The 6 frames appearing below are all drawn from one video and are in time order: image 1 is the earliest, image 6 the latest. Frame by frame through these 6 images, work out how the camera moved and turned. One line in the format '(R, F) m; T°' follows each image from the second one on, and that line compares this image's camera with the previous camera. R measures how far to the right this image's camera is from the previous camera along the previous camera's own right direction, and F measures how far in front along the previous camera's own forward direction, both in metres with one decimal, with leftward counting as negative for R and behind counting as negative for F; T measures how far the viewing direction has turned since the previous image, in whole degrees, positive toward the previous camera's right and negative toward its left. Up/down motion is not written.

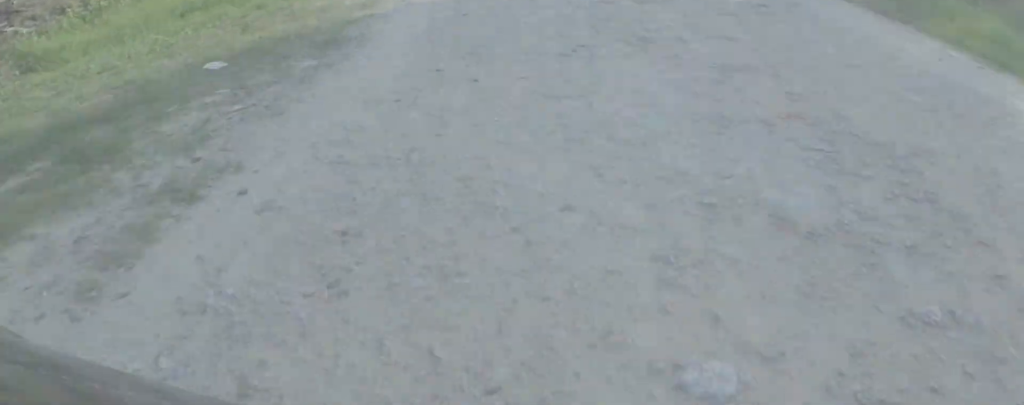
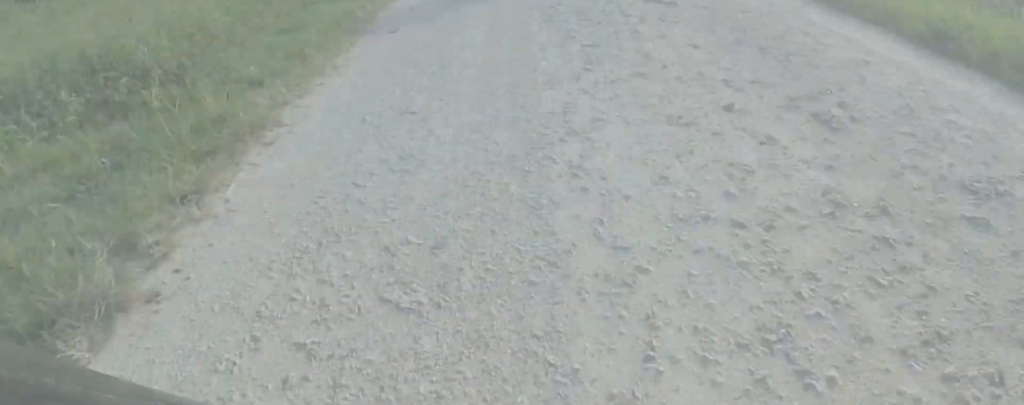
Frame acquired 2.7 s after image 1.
(+0.7, +29.9) m; -1°
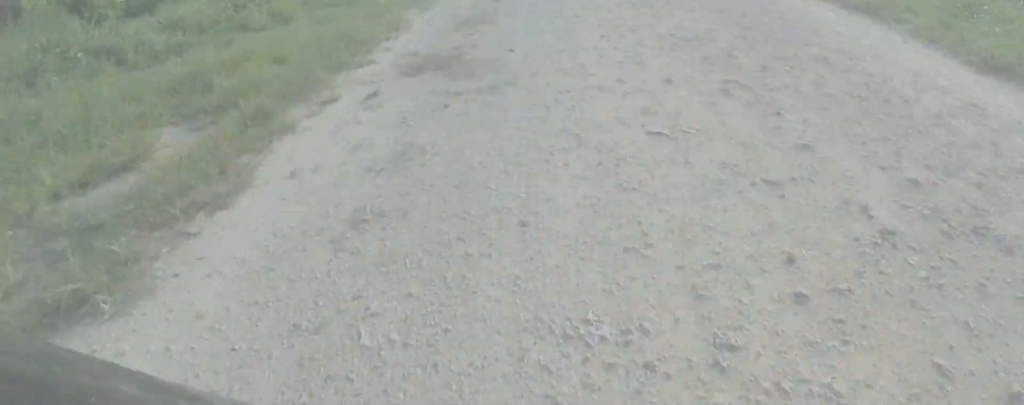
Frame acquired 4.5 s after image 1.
(+2.0, +19.8) m; +3°
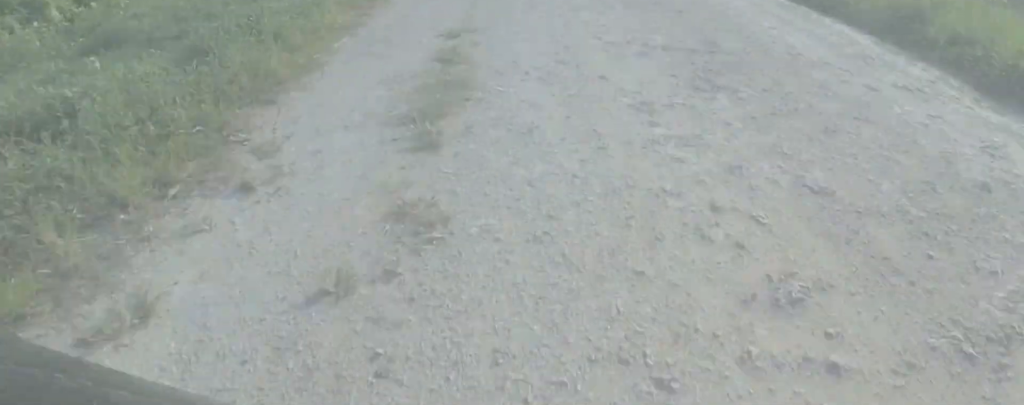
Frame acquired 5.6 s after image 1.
(-0.3, +11.6) m; -2°
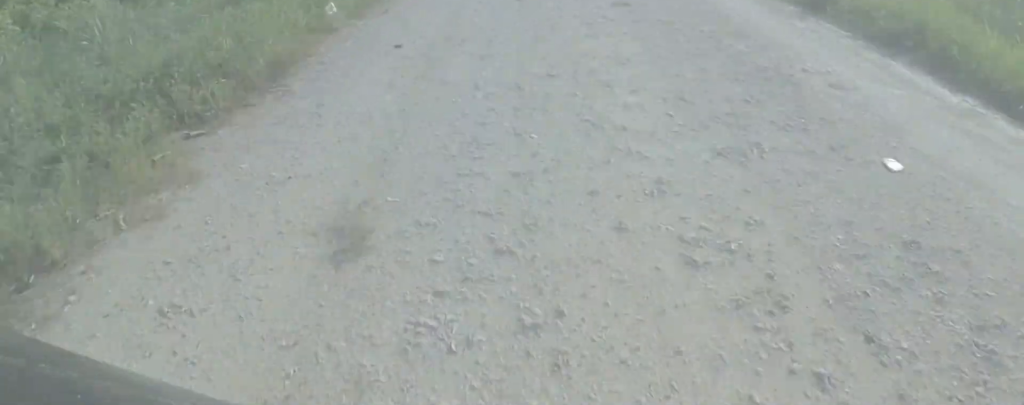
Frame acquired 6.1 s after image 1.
(0.0, +4.5) m; 0°
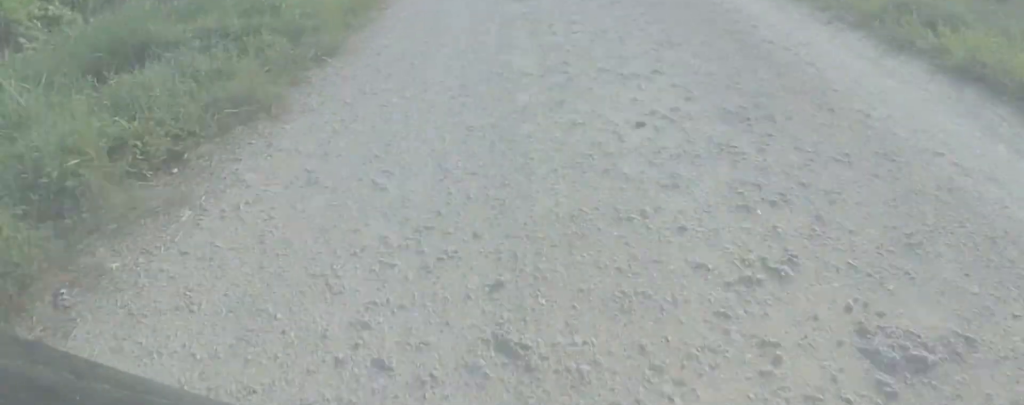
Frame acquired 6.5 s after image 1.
(-0.1, +4.3) m; -1°
